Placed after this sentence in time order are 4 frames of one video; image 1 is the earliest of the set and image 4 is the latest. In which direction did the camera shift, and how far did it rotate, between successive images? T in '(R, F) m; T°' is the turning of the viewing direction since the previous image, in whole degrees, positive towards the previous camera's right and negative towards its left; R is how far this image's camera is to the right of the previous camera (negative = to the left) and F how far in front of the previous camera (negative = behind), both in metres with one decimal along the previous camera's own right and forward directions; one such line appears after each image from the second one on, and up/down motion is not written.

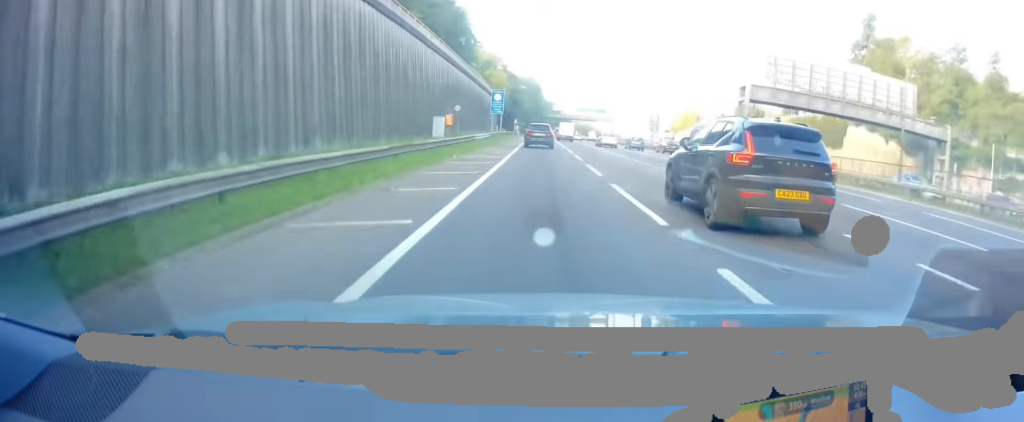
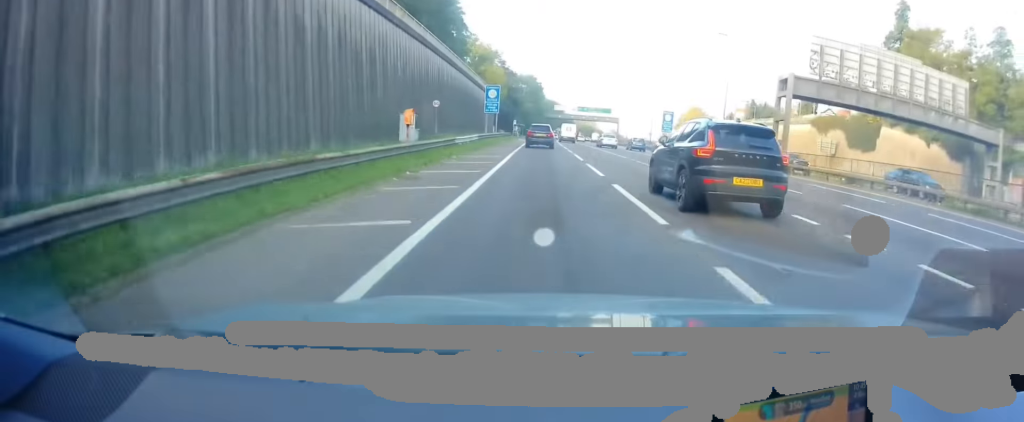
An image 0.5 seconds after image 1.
(-0.4, +8.5) m; -1°
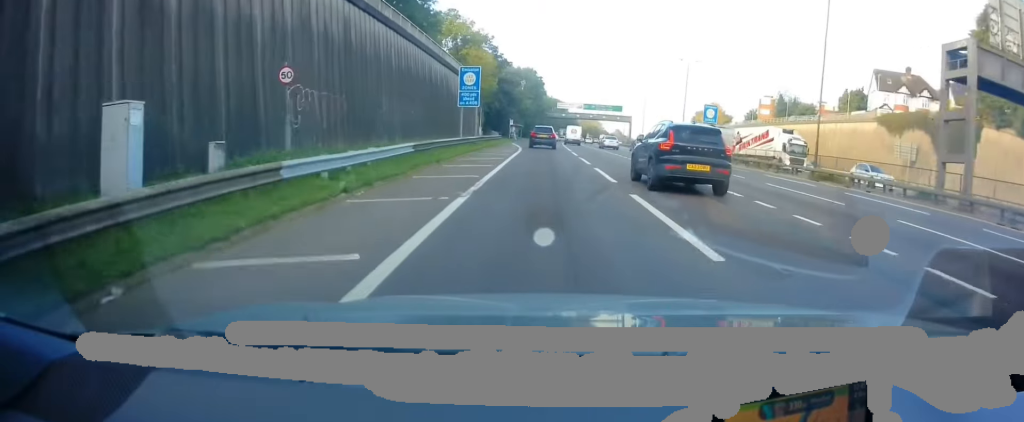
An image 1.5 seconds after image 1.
(-0.2, +19.5) m; 0°
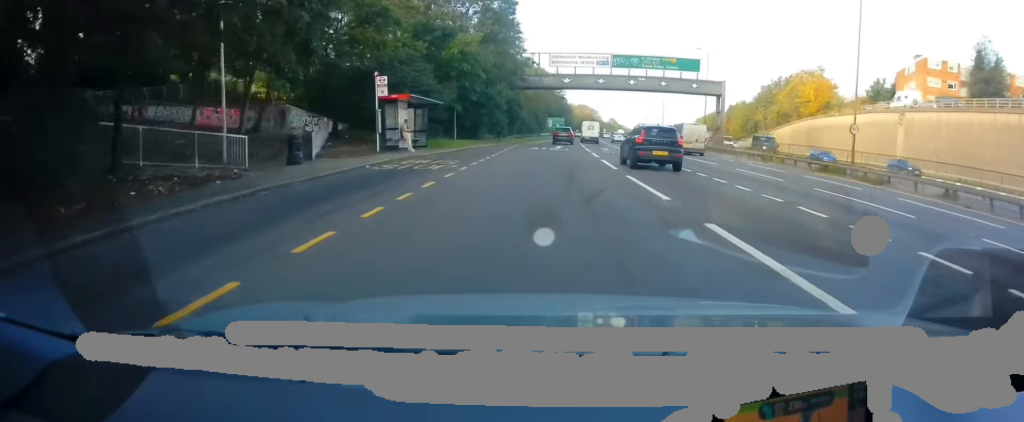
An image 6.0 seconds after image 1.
(+1.5, +81.5) m; +2°
